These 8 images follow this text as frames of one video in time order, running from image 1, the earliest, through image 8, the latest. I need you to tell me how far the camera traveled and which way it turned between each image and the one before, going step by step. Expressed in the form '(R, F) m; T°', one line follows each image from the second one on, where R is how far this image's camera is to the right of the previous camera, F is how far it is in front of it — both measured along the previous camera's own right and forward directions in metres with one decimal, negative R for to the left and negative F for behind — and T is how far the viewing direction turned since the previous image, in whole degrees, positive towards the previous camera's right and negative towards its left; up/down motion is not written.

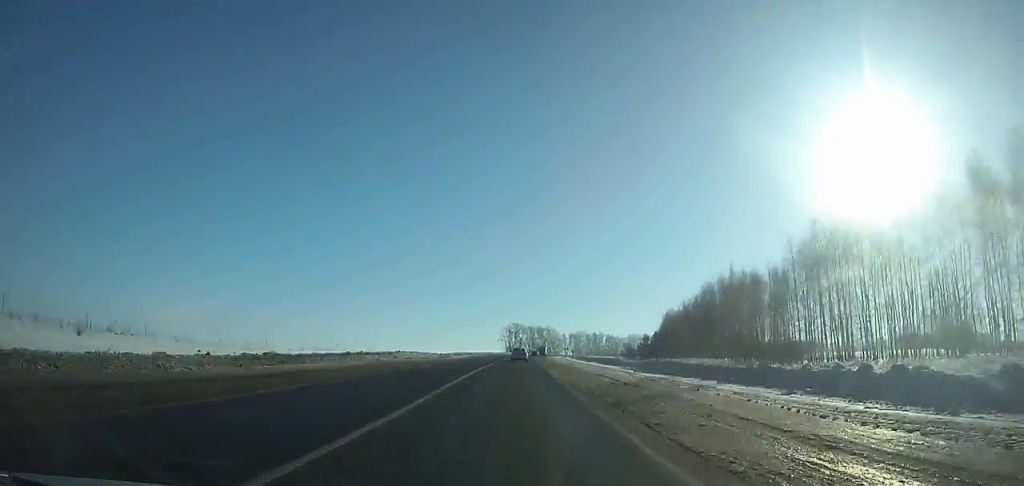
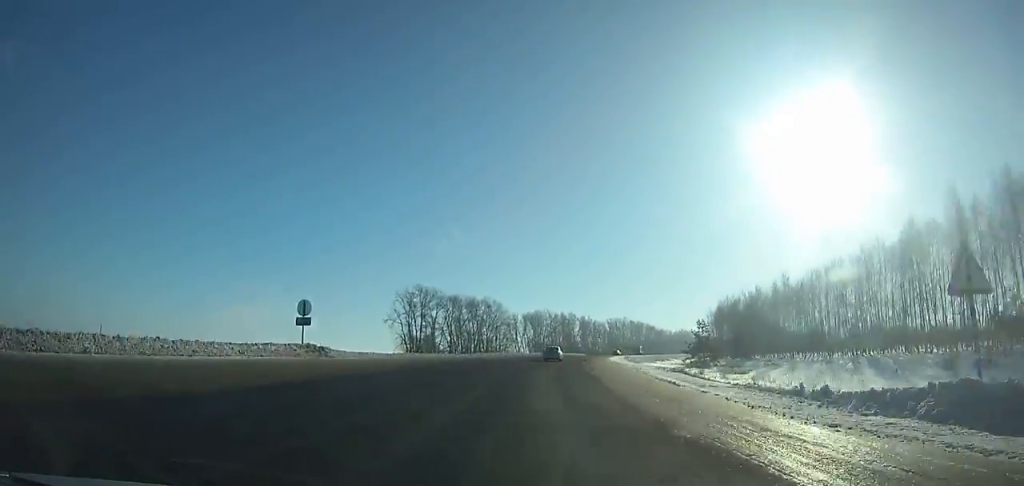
(+8.4, +170.5) m; +10°
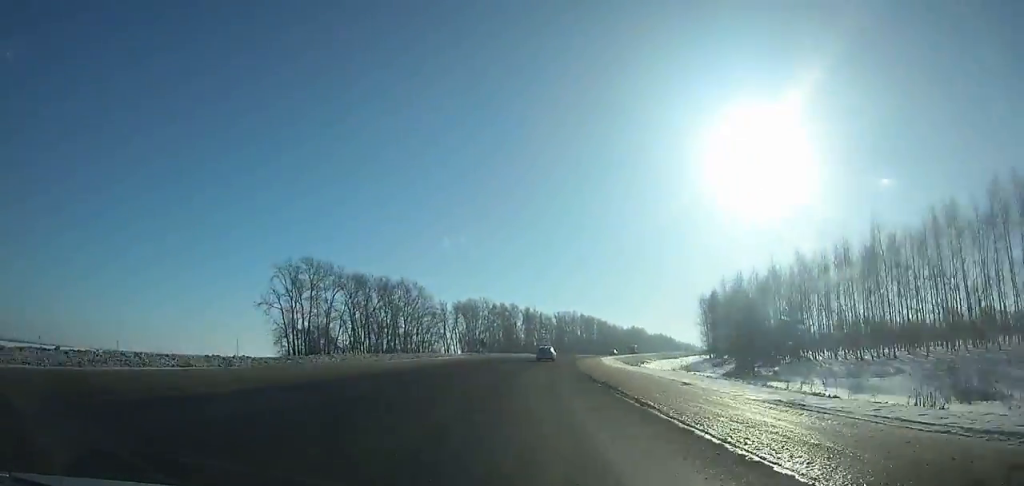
(+3.1, +46.9) m; +6°
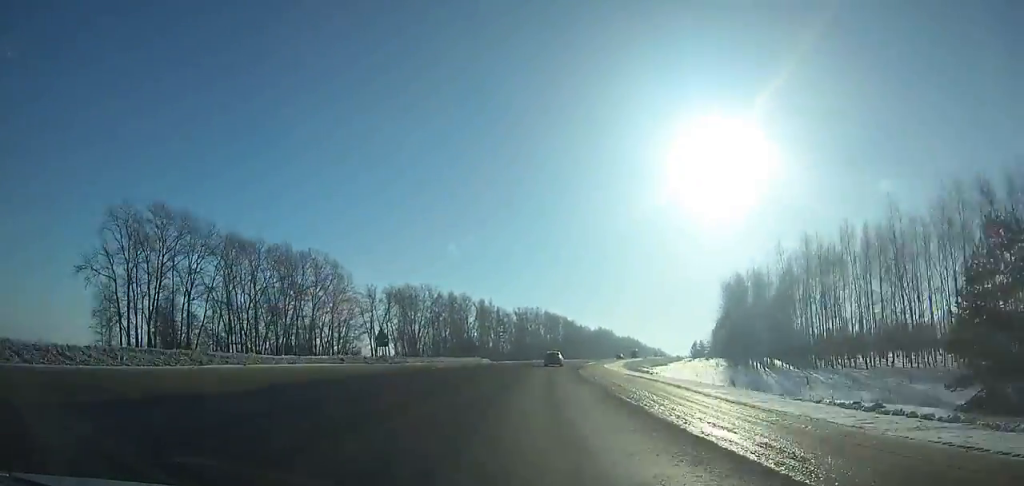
(+2.3, +42.1) m; +5°
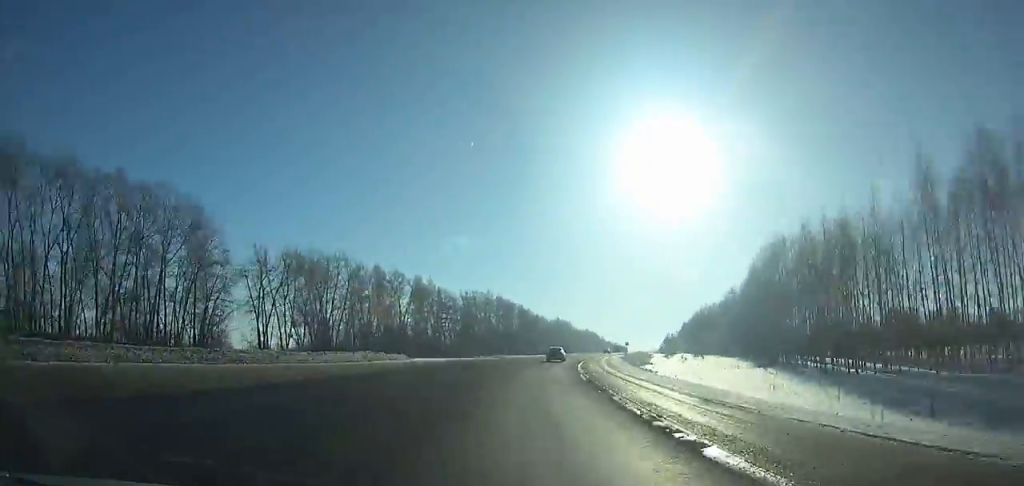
(+0.8, +37.7) m; +5°
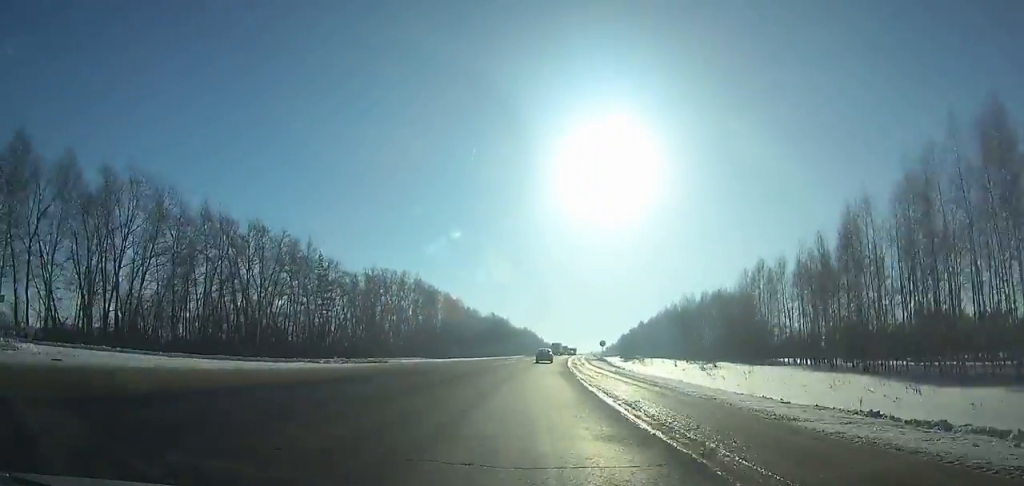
(+3.2, +48.8) m; +4°
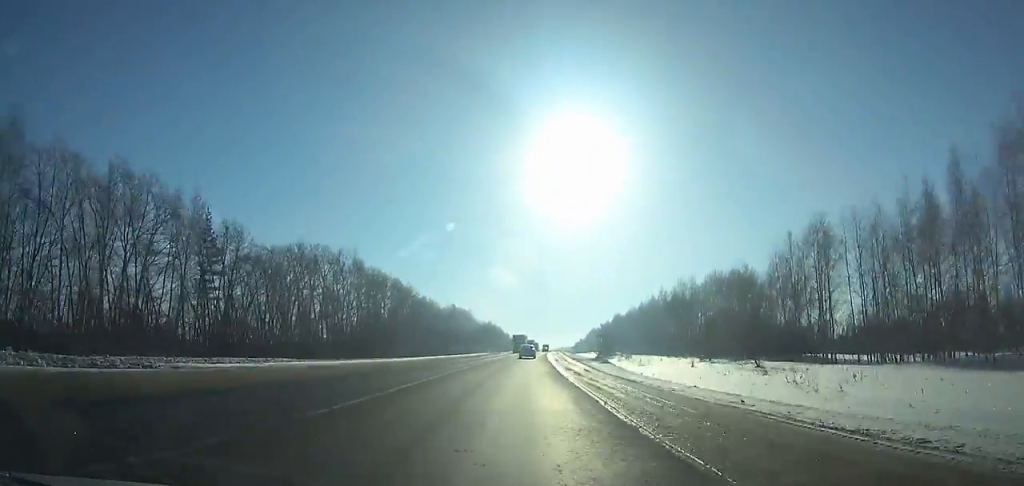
(+0.5, +29.0) m; +2°
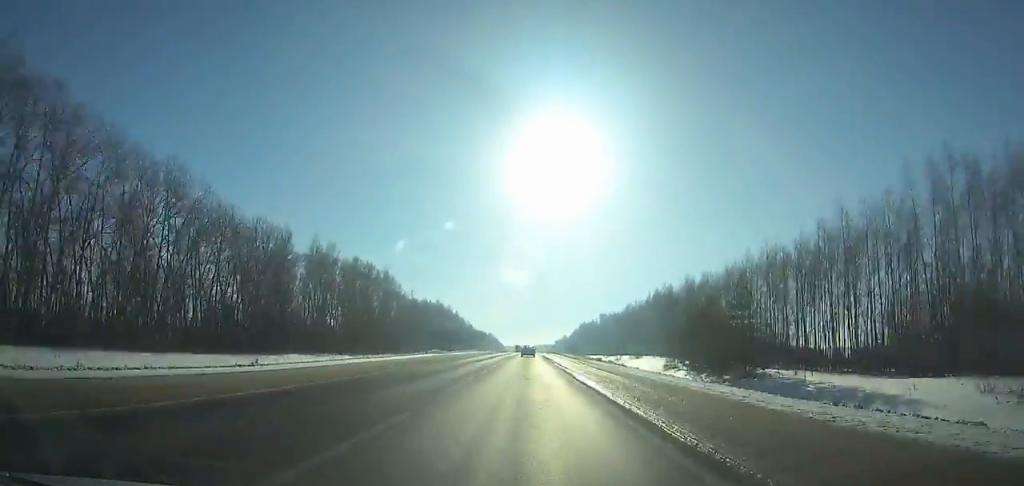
(+3.2, +133.8) m; +2°
